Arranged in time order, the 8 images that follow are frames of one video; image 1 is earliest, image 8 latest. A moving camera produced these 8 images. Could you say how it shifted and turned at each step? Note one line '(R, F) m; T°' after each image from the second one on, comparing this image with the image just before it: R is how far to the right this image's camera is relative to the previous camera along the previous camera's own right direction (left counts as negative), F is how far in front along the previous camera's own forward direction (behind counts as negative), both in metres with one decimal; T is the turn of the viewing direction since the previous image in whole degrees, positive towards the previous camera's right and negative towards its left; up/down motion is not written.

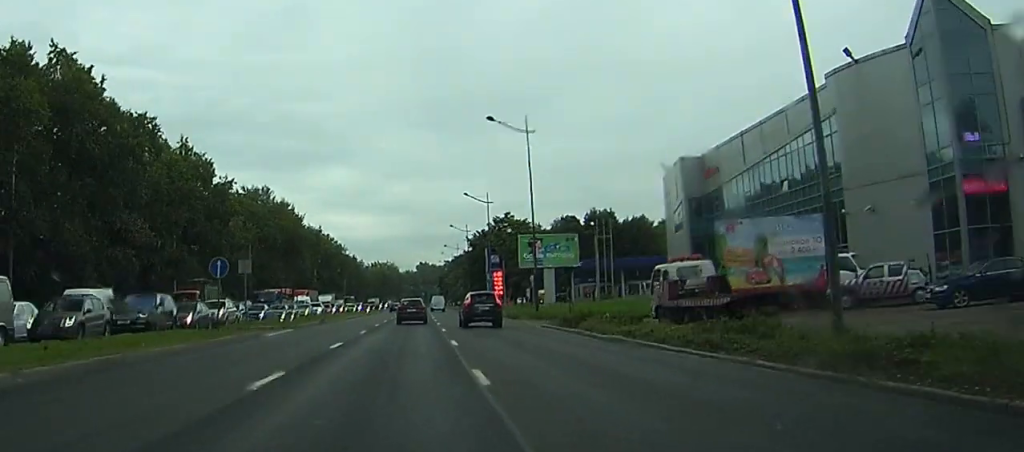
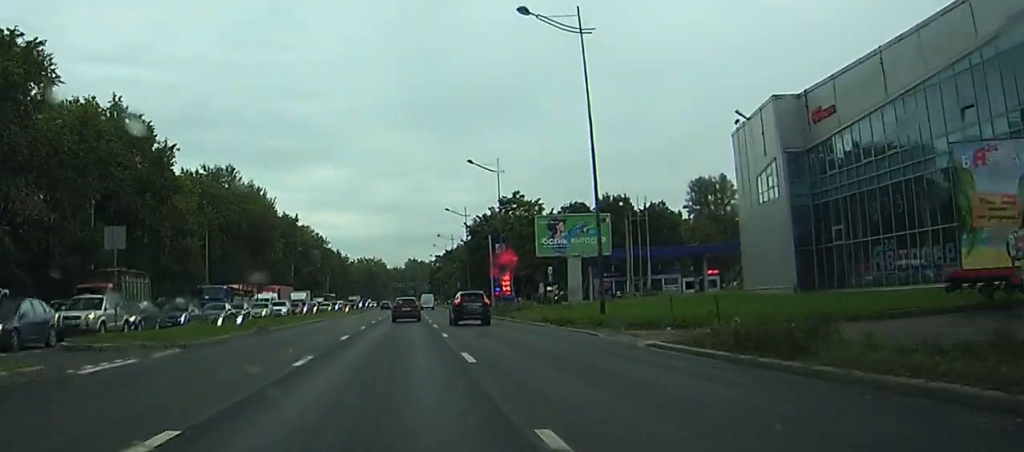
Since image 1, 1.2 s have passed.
(+0.1, +19.5) m; +1°
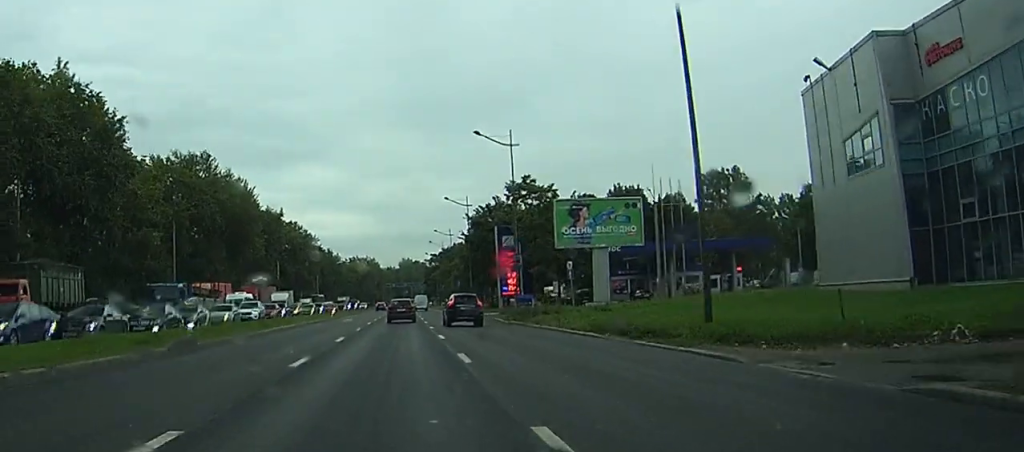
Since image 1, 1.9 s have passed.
(+0.1, +11.8) m; 0°
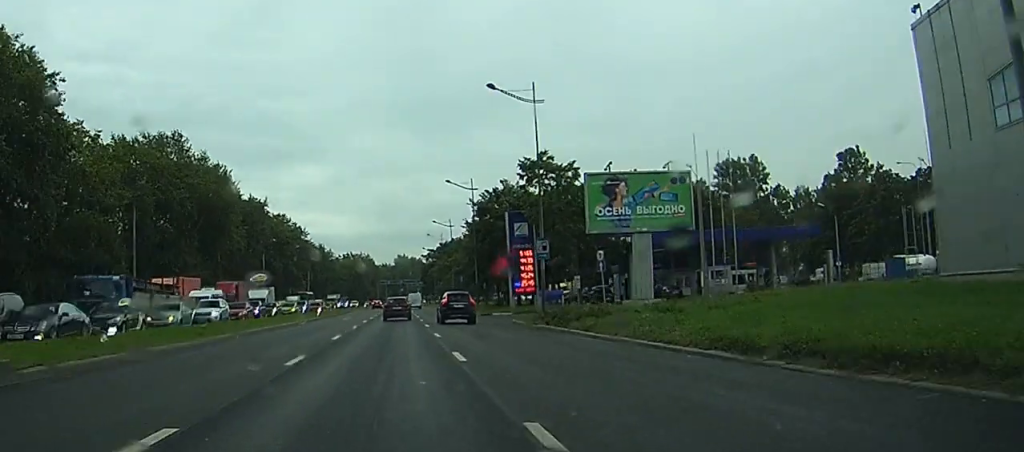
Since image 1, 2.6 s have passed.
(-0.1, +11.9) m; 0°
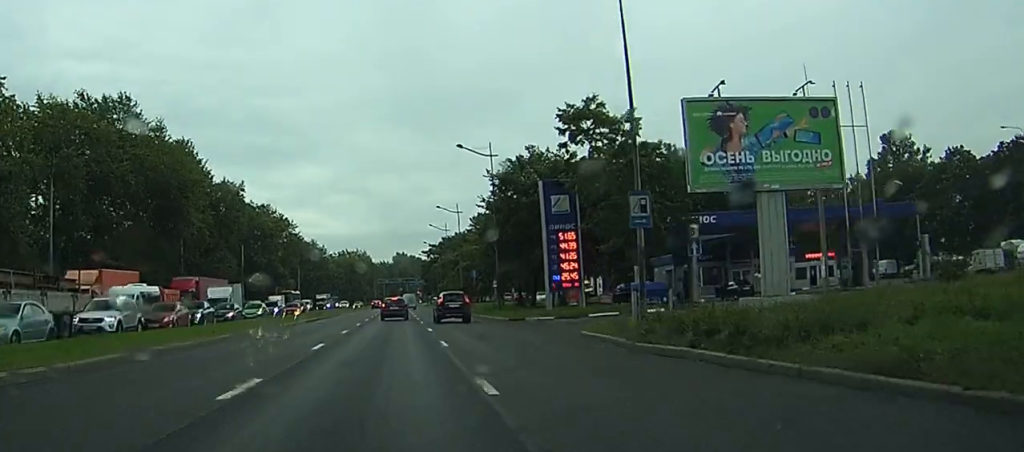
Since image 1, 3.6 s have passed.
(0.0, +18.2) m; 0°
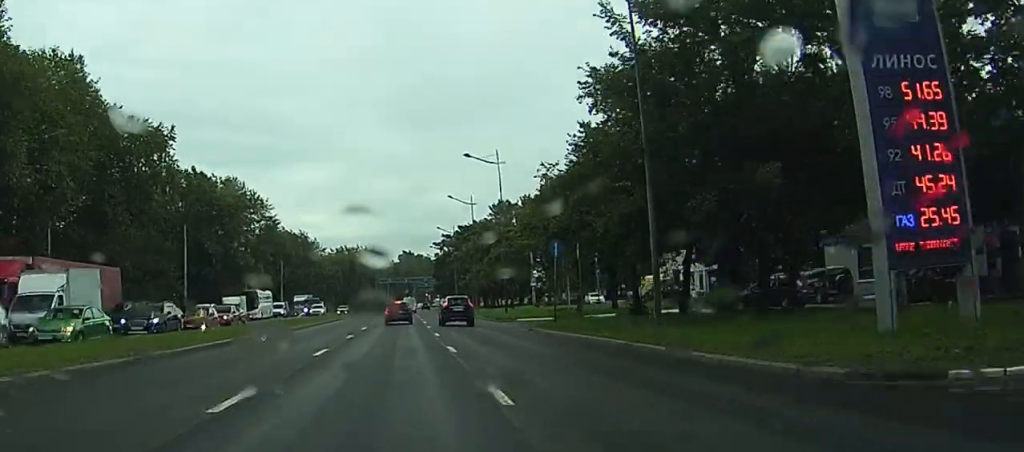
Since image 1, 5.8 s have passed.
(+0.2, +37.4) m; 0°
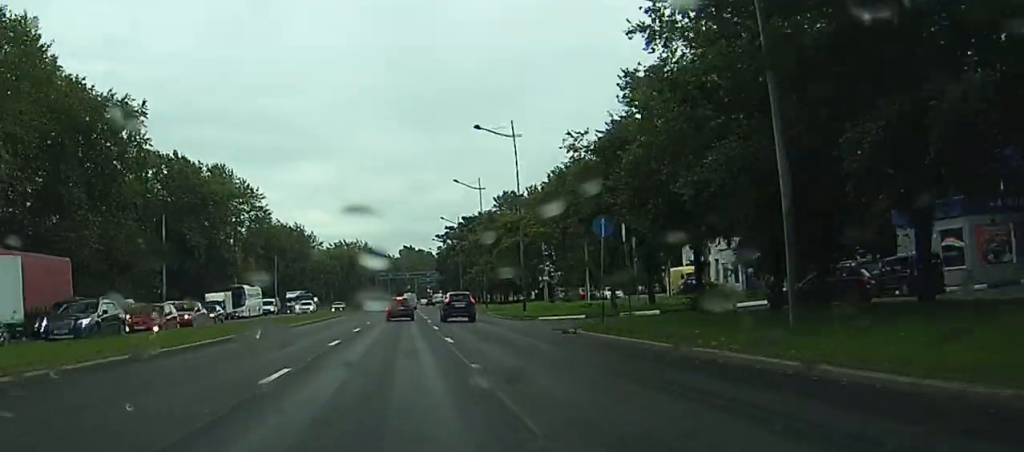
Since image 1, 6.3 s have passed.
(0.0, +8.7) m; 0°
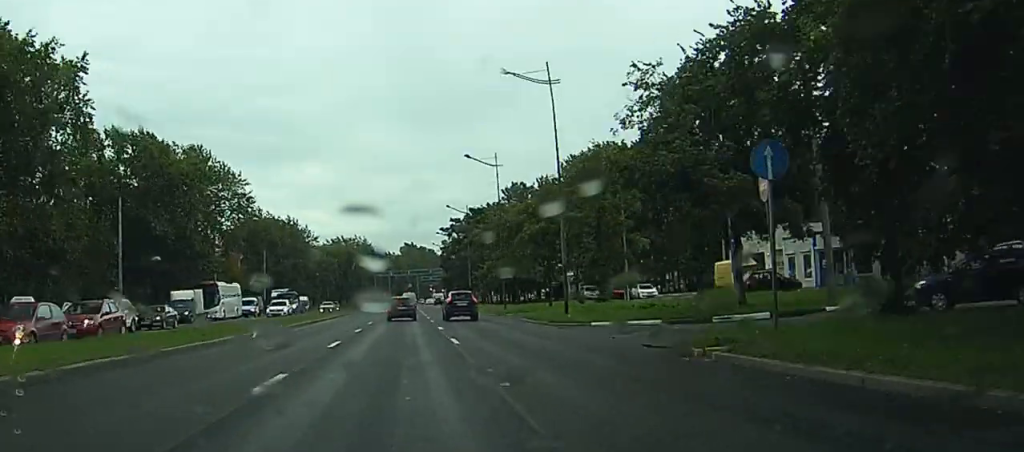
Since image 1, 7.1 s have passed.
(0.0, +13.3) m; 0°
